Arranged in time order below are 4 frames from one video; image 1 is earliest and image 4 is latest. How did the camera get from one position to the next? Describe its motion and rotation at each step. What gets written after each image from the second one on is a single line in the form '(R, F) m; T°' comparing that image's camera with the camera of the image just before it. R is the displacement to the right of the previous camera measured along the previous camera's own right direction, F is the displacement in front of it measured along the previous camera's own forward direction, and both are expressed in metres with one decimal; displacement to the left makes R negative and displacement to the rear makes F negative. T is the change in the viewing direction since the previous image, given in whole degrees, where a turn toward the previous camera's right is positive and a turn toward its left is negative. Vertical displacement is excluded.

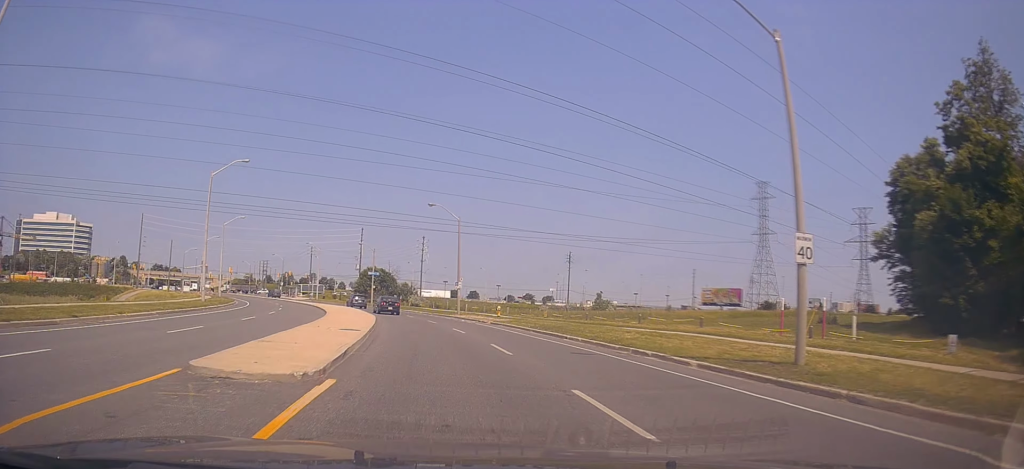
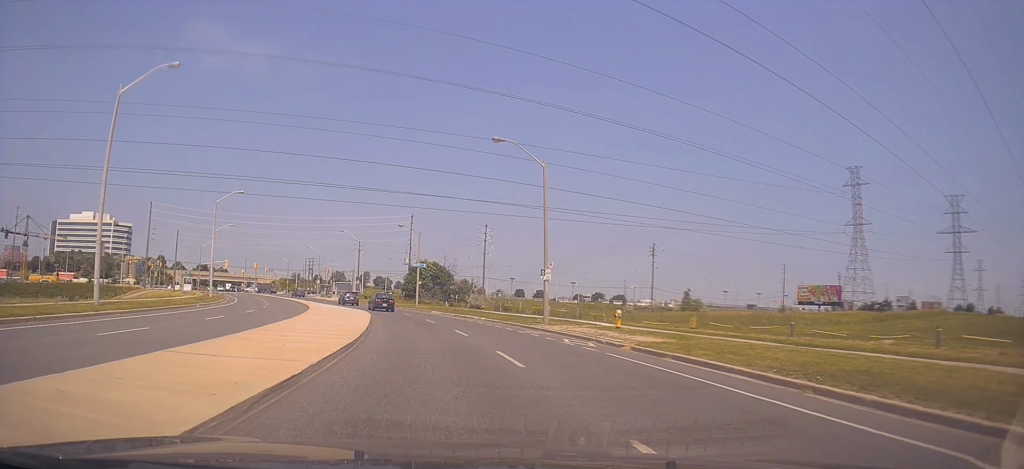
(-2.2, +21.4) m; -9°
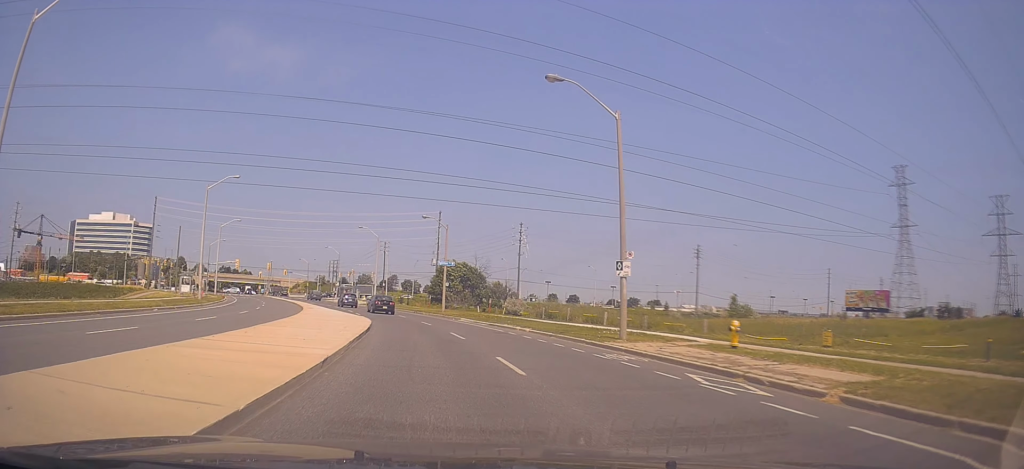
(-0.2, +9.8) m; -2°
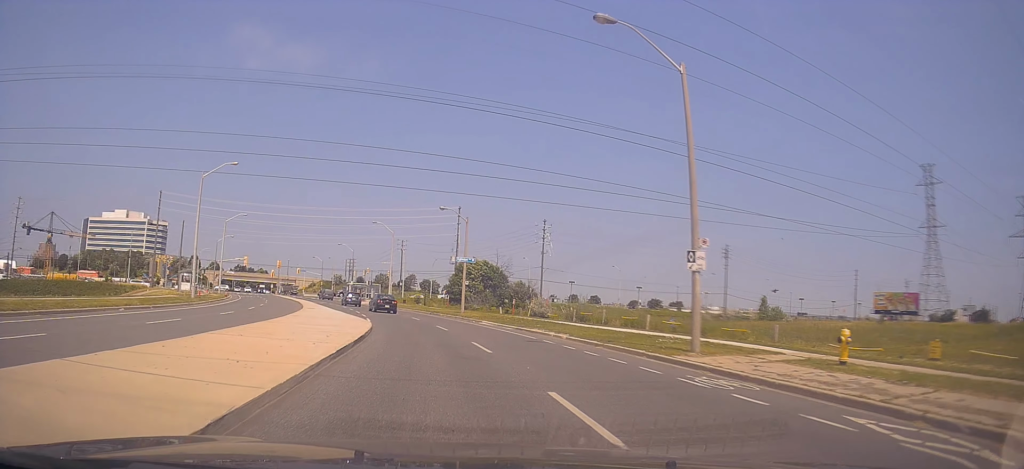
(-0.1, +5.5) m; -1°
